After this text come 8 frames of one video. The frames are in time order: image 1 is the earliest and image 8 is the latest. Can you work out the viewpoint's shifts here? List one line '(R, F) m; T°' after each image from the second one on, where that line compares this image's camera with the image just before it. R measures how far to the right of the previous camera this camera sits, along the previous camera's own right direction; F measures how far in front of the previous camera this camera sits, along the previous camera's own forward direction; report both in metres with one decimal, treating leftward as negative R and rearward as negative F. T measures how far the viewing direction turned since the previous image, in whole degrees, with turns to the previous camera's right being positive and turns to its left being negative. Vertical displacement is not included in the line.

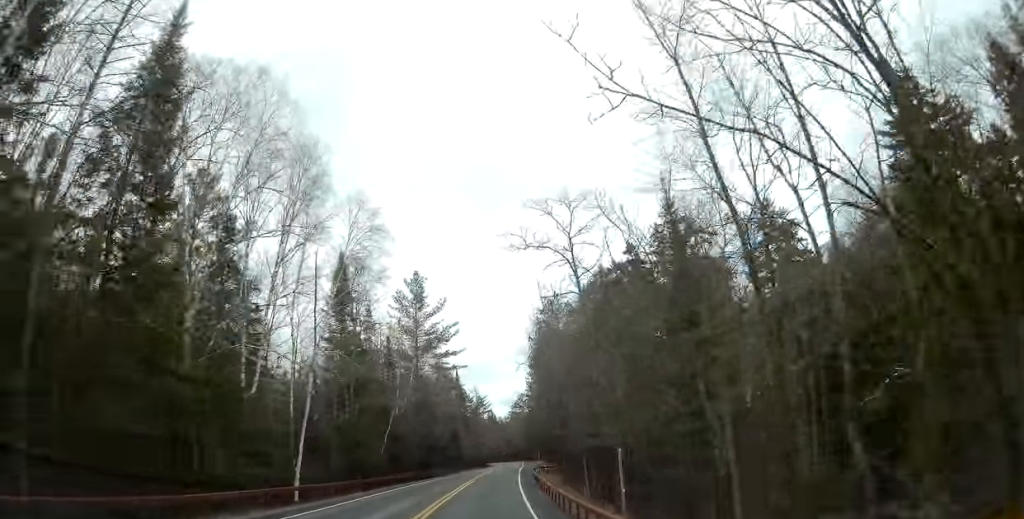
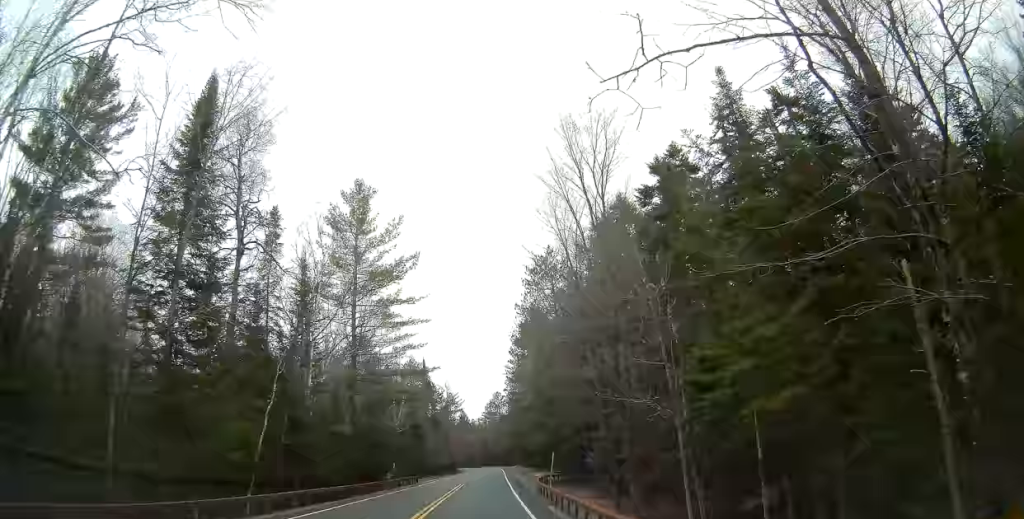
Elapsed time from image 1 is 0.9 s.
(+0.5, +22.7) m; +2°
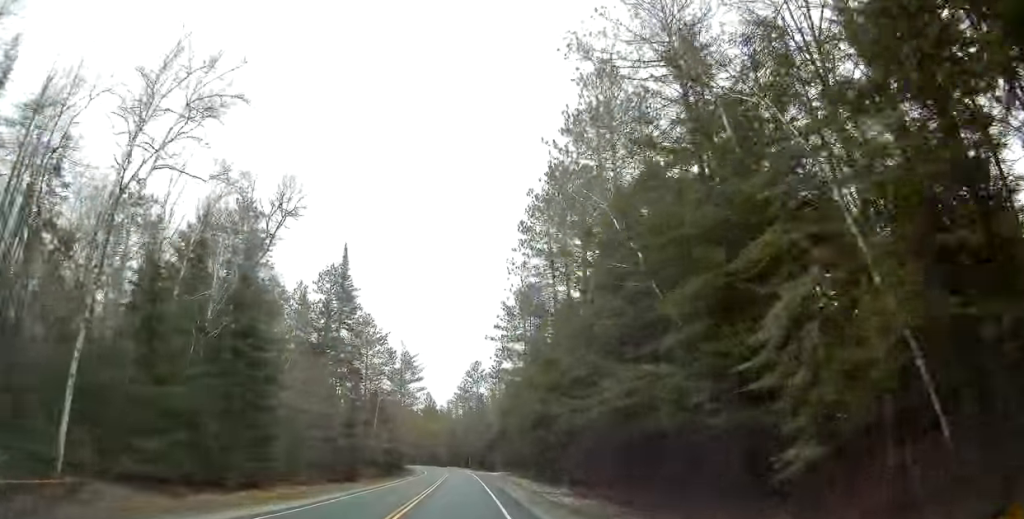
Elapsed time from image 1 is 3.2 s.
(+2.4, +61.1) m; +4°
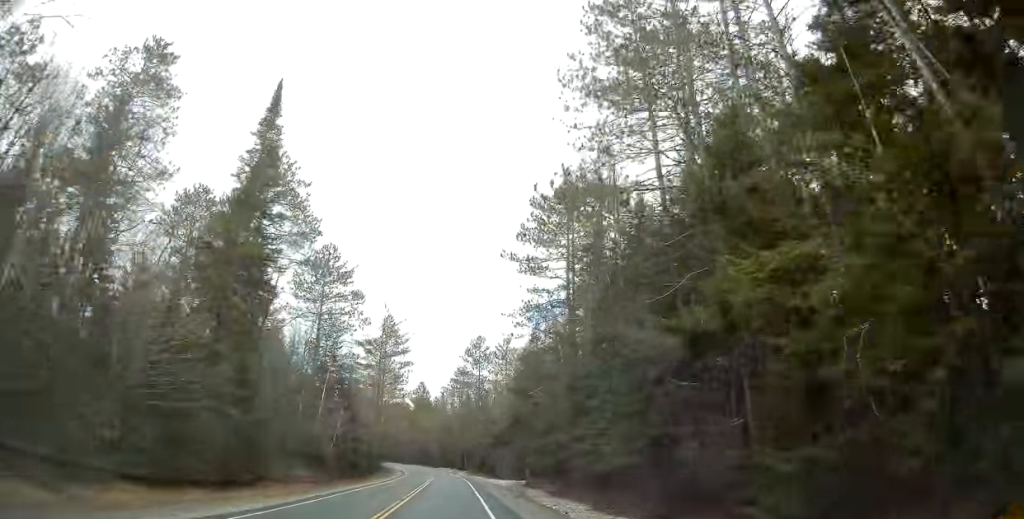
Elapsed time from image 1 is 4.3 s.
(+0.4, +28.2) m; 0°
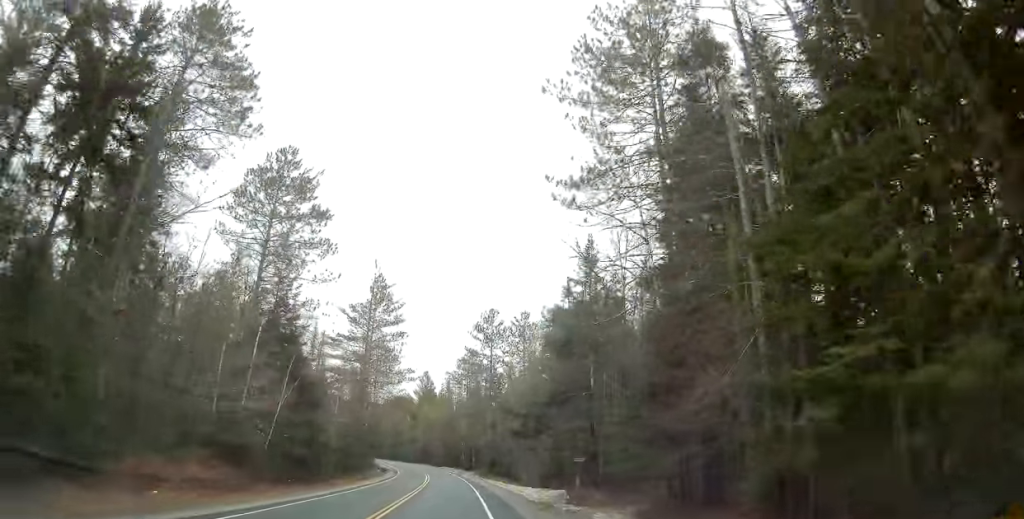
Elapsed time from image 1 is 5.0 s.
(-0.4, +19.4) m; 0°
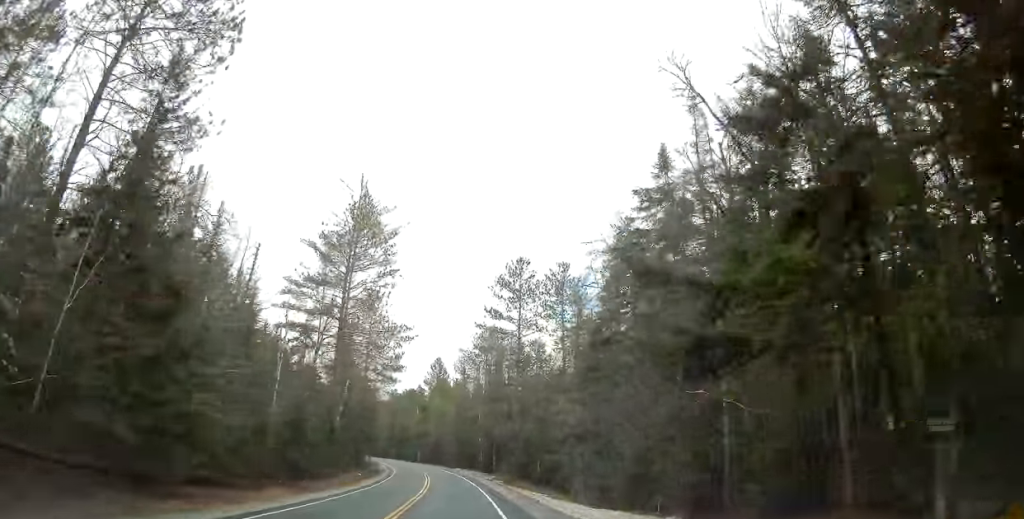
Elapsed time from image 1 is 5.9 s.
(+0.3, +22.9) m; 0°
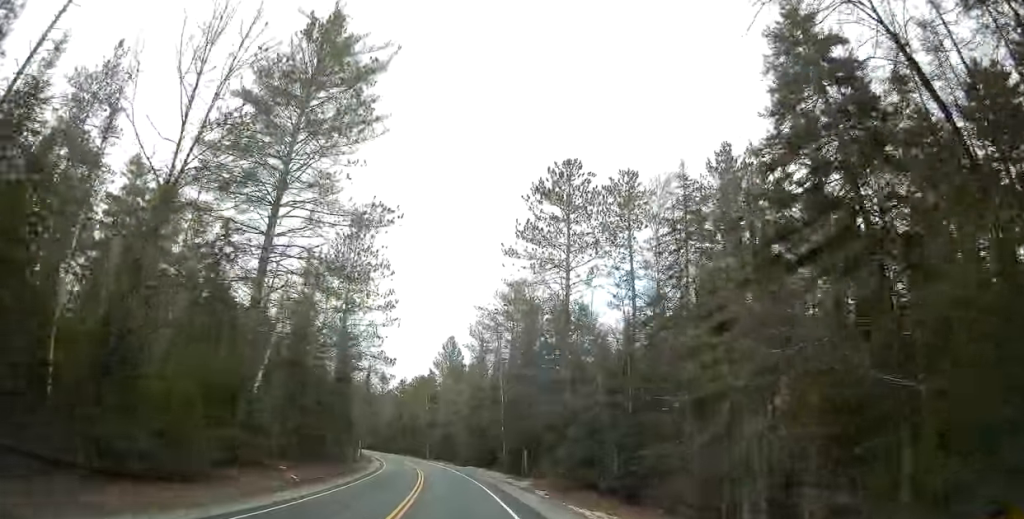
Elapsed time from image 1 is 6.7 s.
(-0.2, +23.0) m; -1°
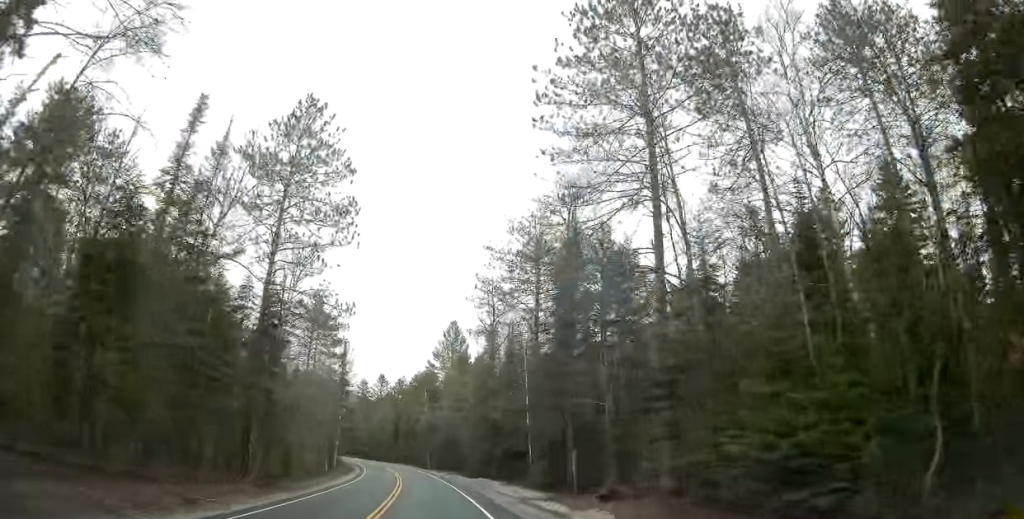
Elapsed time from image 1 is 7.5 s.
(-0.2, +21.4) m; -1°
